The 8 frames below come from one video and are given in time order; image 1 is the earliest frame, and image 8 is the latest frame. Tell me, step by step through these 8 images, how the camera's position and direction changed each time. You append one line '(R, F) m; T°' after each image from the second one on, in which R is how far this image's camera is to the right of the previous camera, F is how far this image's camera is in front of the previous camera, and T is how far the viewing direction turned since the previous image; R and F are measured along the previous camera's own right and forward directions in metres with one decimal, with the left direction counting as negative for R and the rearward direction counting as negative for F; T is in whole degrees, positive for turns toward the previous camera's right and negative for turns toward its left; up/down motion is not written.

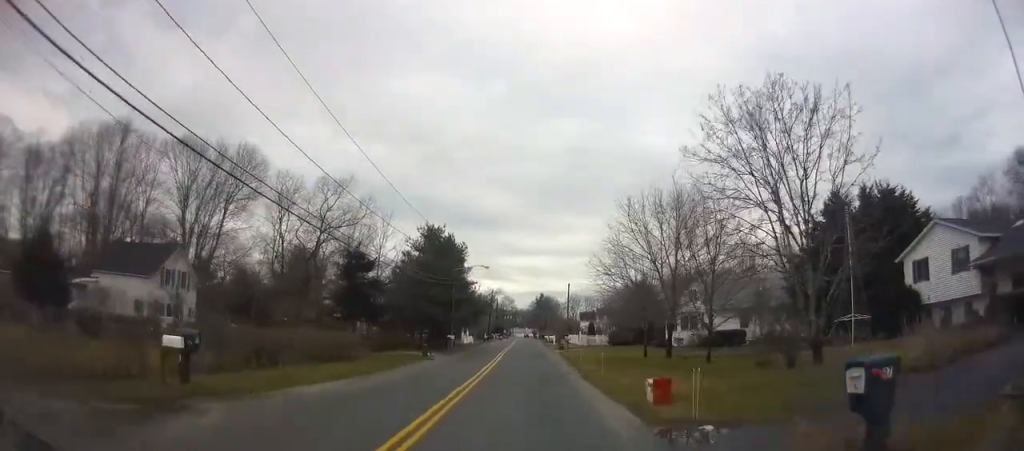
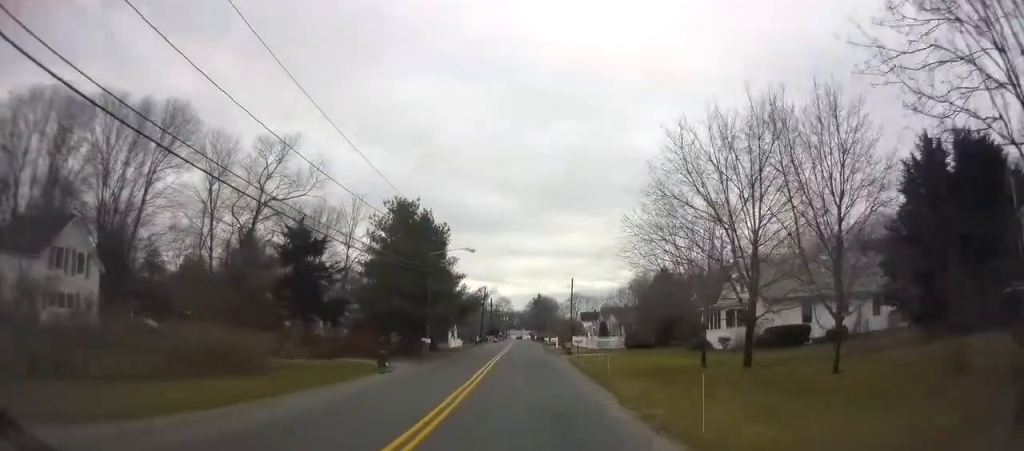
(+0.1, +11.6) m; 0°
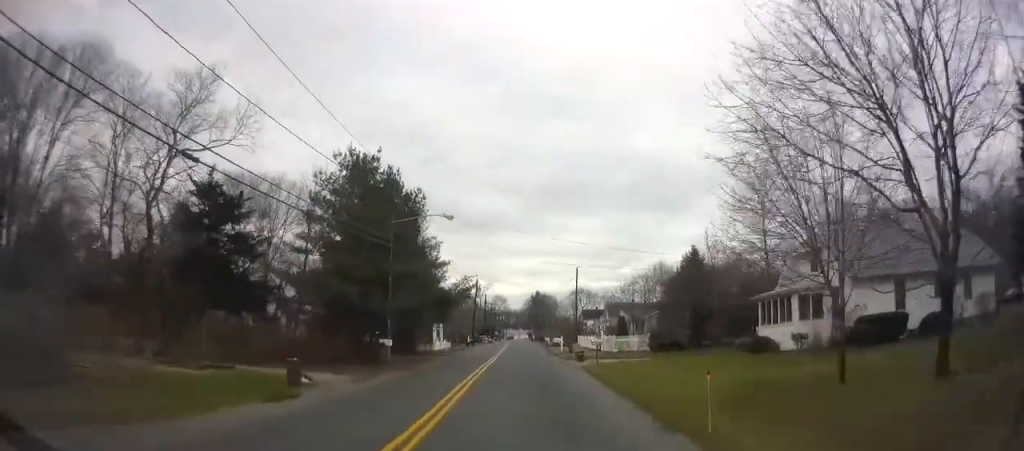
(0.0, +10.9) m; 0°
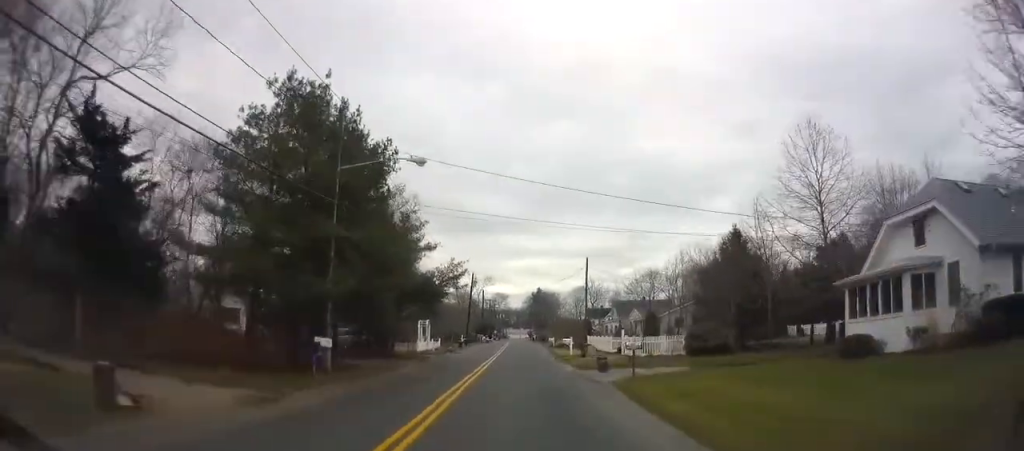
(0.0, +9.2) m; 0°
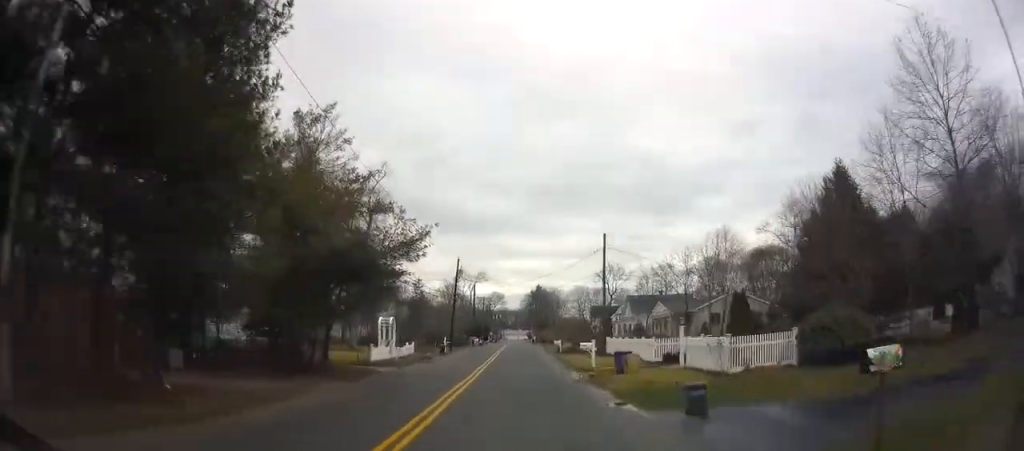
(0.0, +14.1) m; 0°
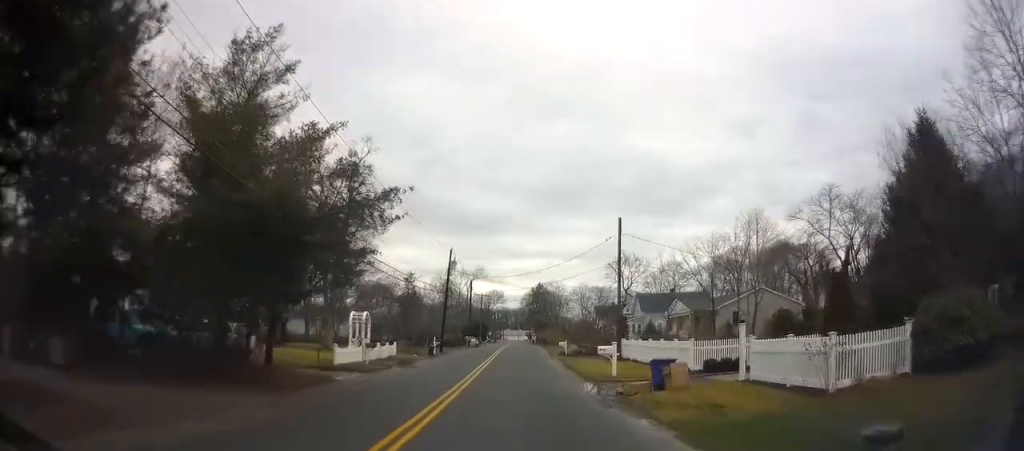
(0.0, +6.6) m; 0°
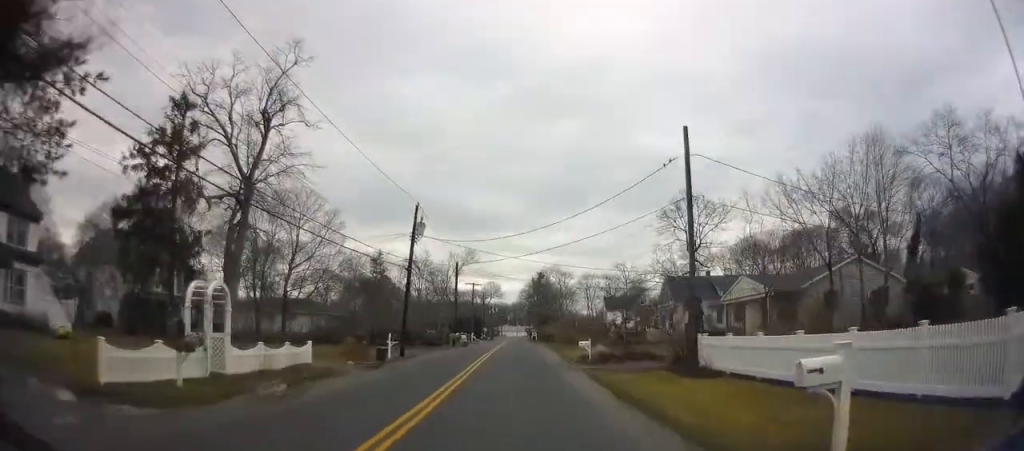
(0.0, +16.3) m; 0°
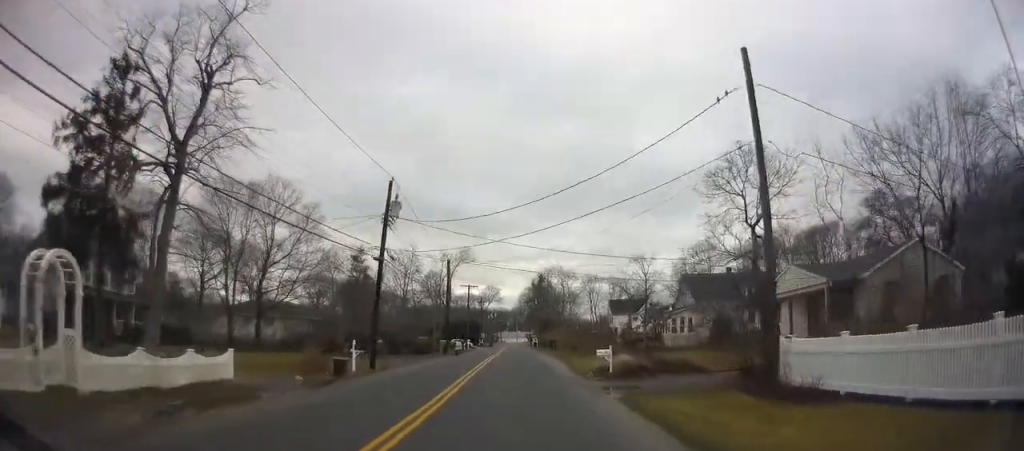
(0.0, +7.0) m; 0°
